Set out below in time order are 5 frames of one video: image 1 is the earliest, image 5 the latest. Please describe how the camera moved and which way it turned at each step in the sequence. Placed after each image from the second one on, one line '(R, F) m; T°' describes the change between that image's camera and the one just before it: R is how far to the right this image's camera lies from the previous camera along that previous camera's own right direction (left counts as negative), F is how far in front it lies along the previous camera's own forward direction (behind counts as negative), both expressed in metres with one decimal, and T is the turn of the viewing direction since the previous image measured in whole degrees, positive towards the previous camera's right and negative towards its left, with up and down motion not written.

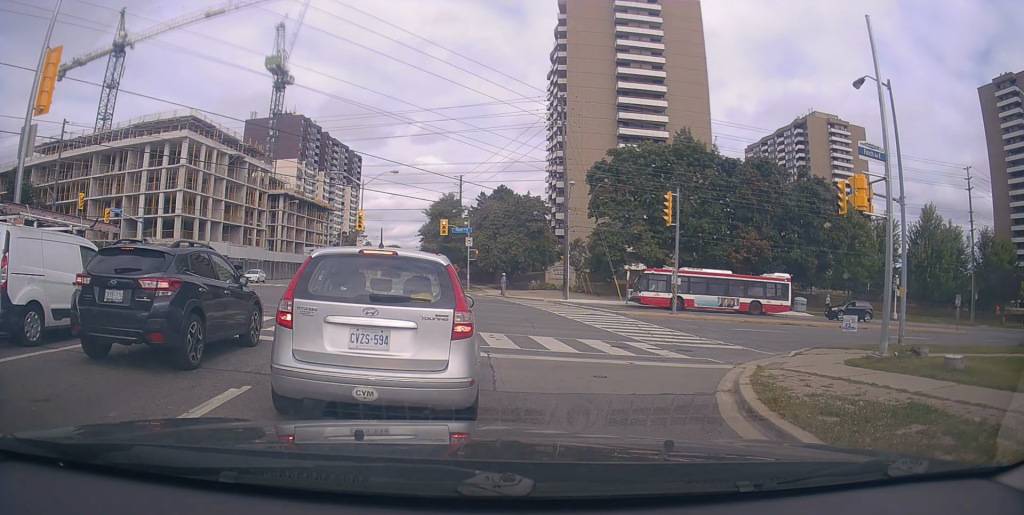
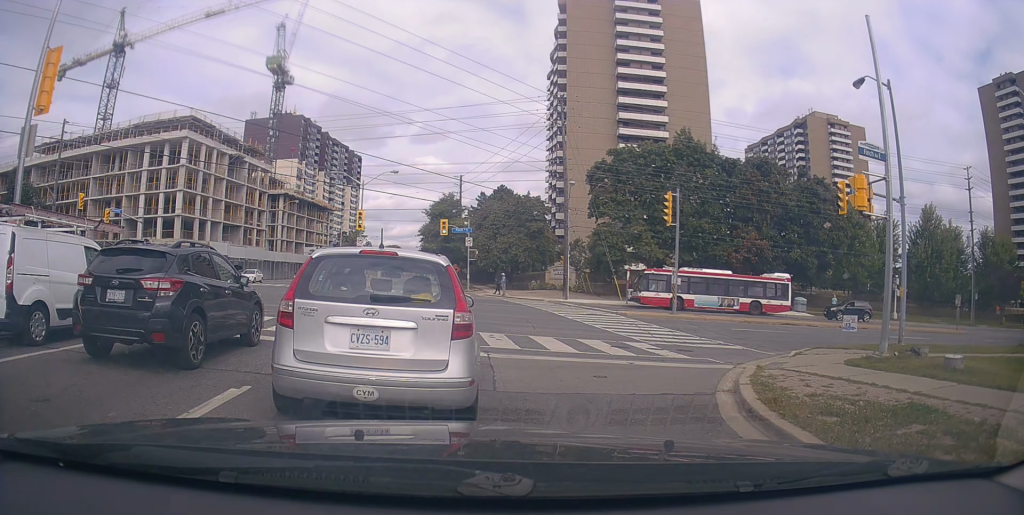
(0.0, 0.0) m; 0°
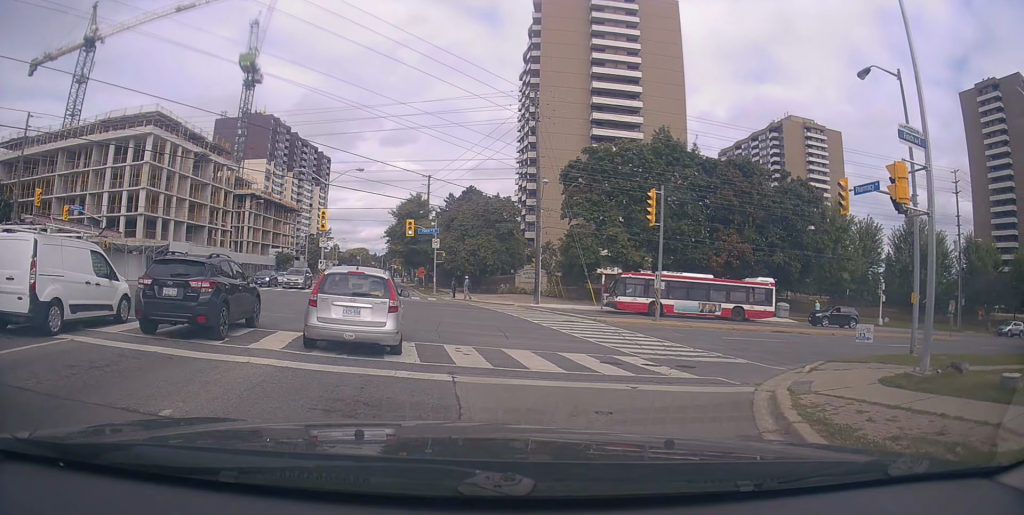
(-0.4, +1.2) m; 0°
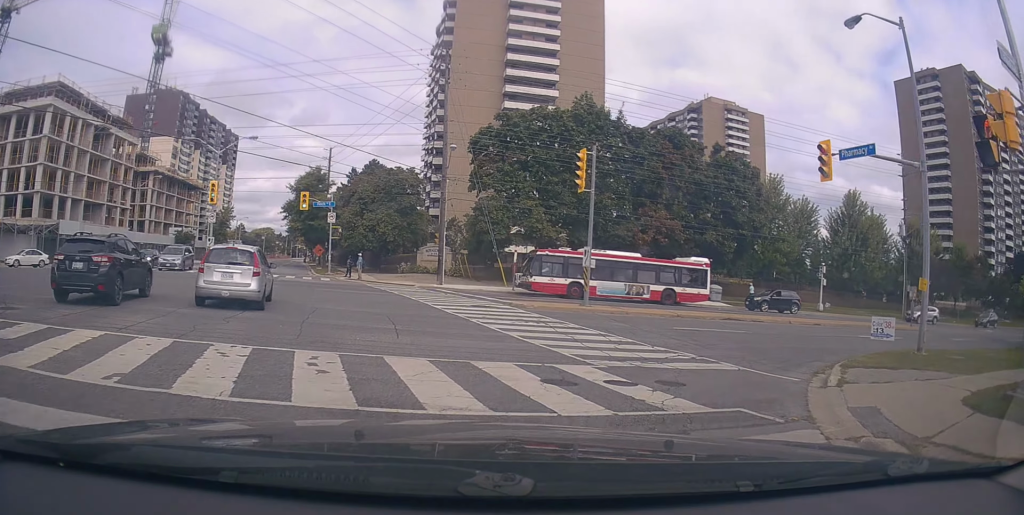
(0.0, +3.3) m; +6°
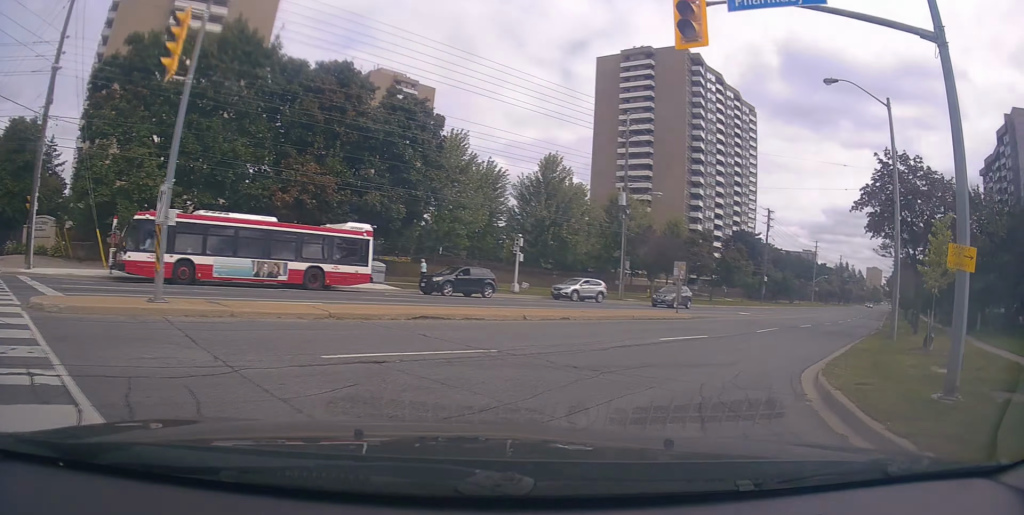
(+2.2, +10.0) m; +29°
